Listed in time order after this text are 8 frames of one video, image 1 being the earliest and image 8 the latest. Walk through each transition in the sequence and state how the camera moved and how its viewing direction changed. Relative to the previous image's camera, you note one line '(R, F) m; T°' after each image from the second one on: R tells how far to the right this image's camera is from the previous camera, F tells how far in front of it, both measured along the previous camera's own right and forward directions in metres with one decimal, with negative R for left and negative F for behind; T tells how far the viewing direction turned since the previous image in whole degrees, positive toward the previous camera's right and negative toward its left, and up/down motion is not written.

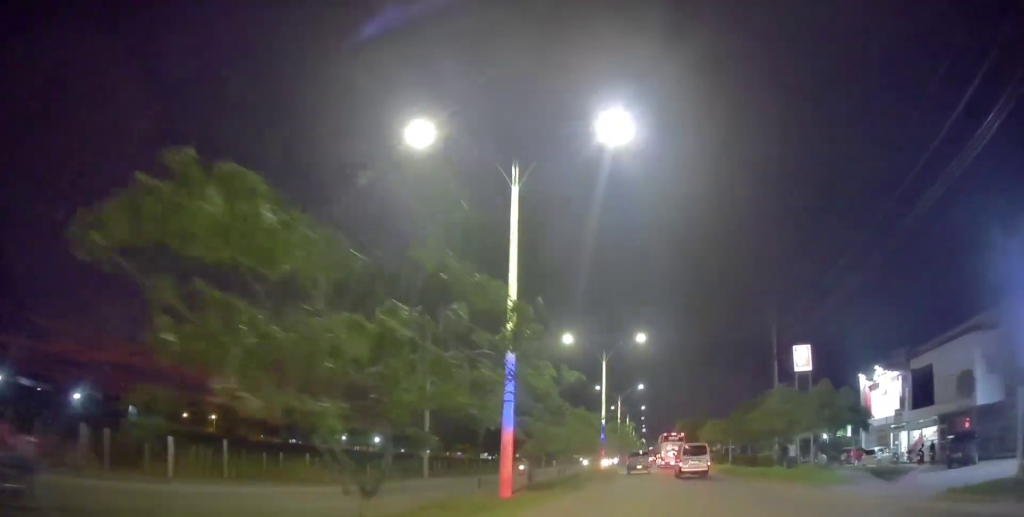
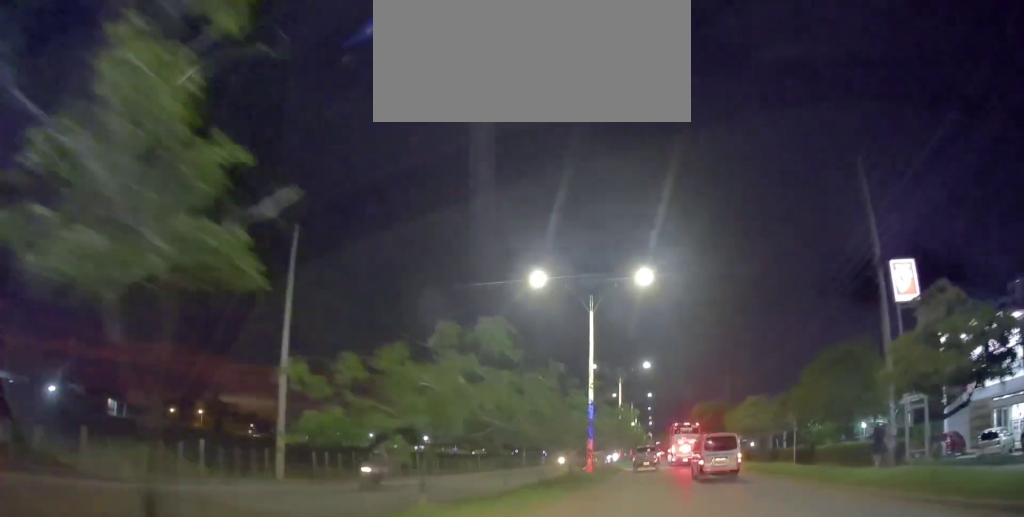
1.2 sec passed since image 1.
(-0.2, +16.4) m; +1°
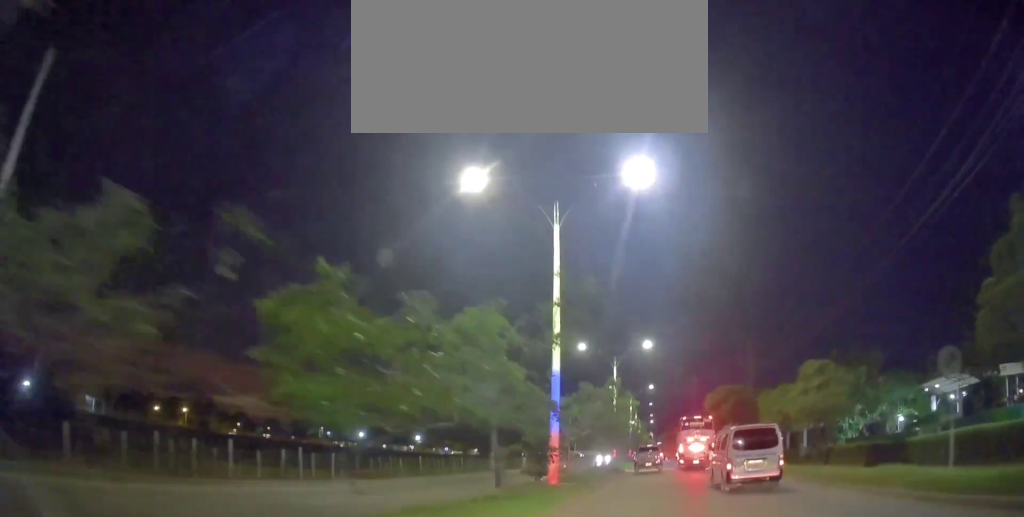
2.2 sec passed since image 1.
(+0.4, +13.4) m; 0°
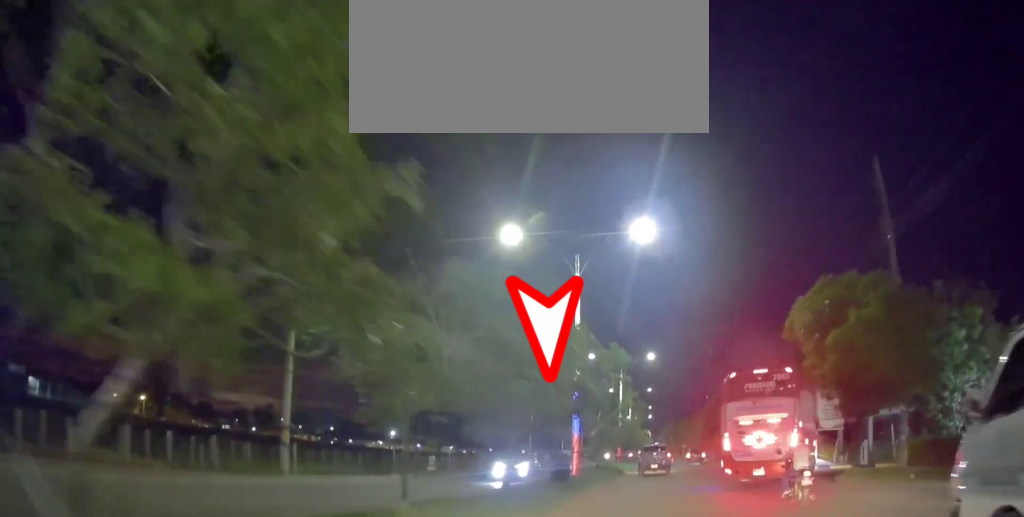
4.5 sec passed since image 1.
(-0.7, +29.0) m; +2°
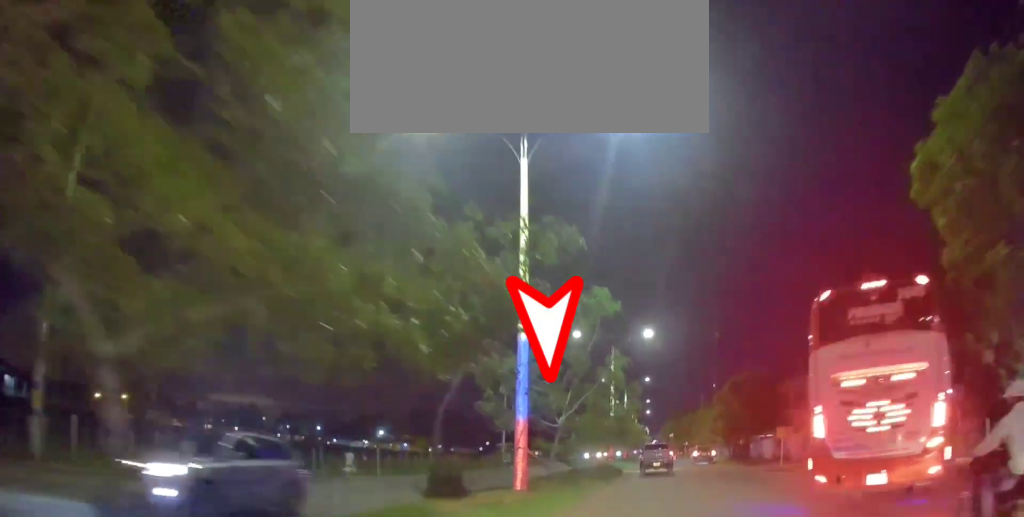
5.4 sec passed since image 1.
(+0.7, +11.1) m; 0°
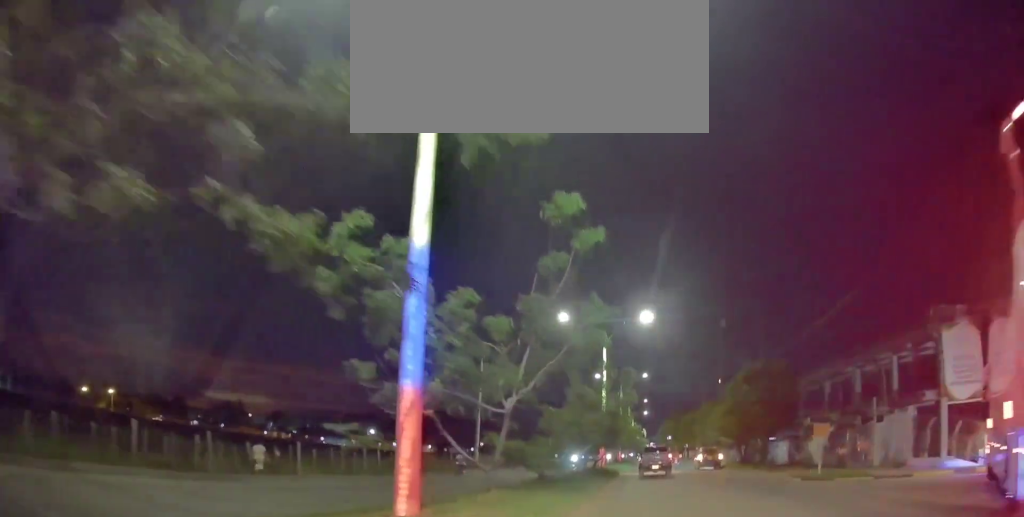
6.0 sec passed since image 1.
(-0.6, +7.2) m; -3°
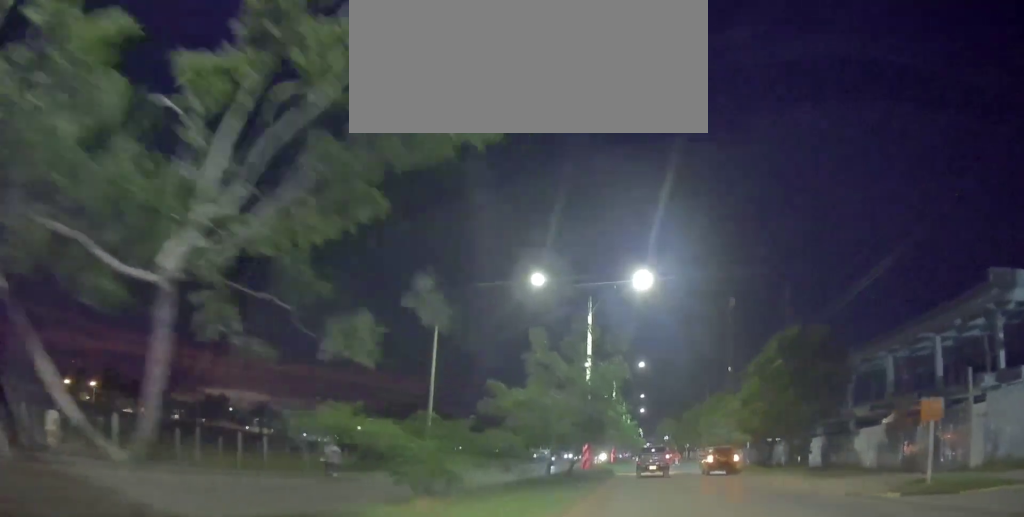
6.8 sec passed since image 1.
(-0.2, +9.8) m; +1°
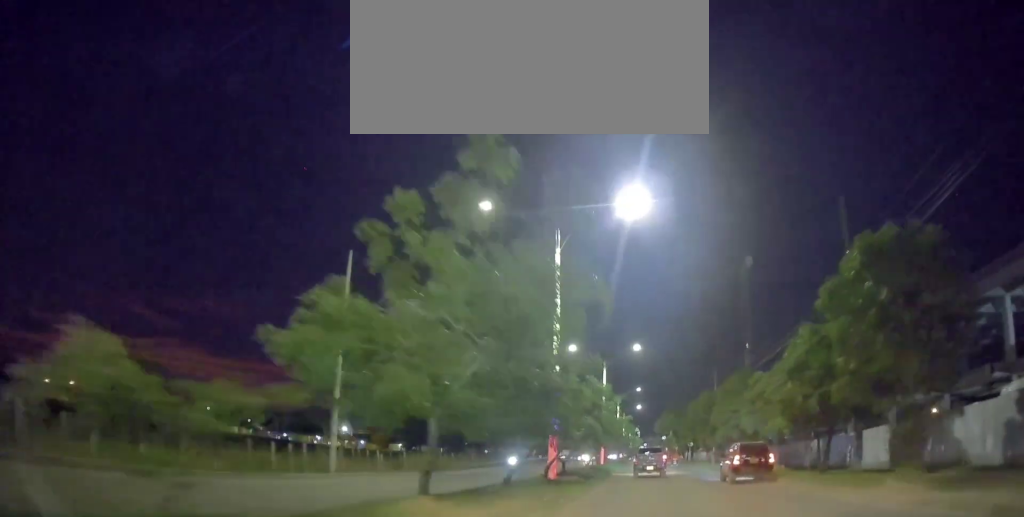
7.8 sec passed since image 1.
(+0.4, +11.4) m; +2°
